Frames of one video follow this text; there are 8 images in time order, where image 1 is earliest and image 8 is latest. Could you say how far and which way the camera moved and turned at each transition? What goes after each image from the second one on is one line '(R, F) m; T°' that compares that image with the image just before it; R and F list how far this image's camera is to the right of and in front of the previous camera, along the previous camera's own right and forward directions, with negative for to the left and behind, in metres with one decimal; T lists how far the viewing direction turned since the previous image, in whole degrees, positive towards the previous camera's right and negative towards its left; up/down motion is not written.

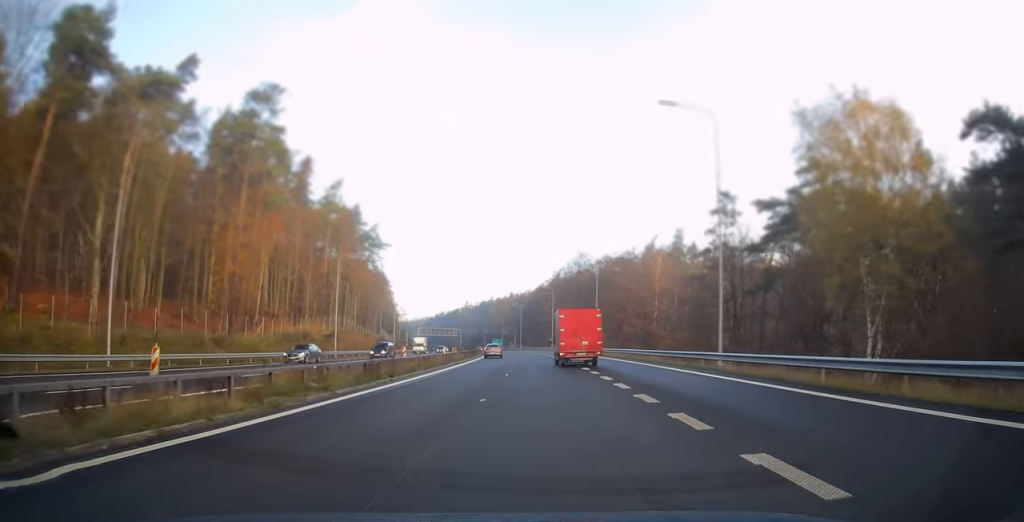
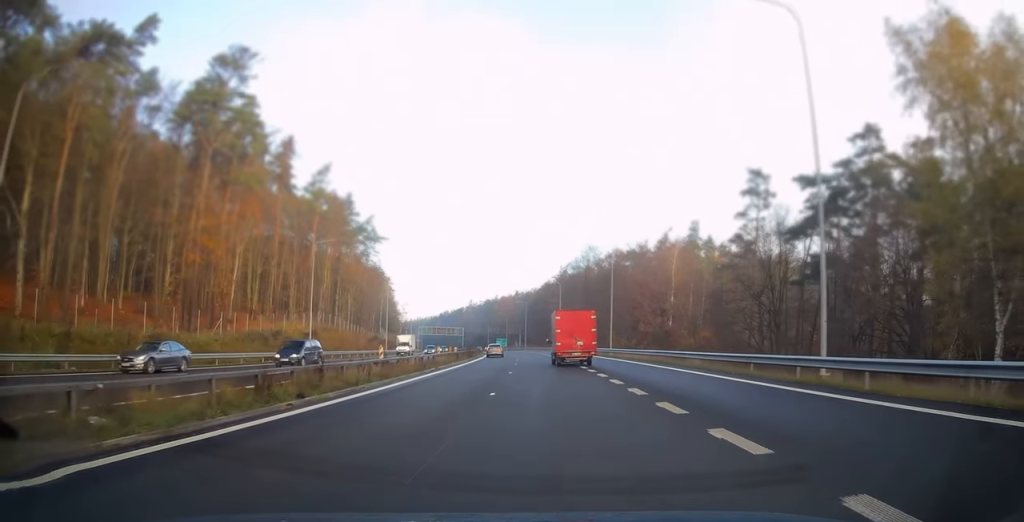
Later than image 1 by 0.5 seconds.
(-0.1, +10.1) m; -1°
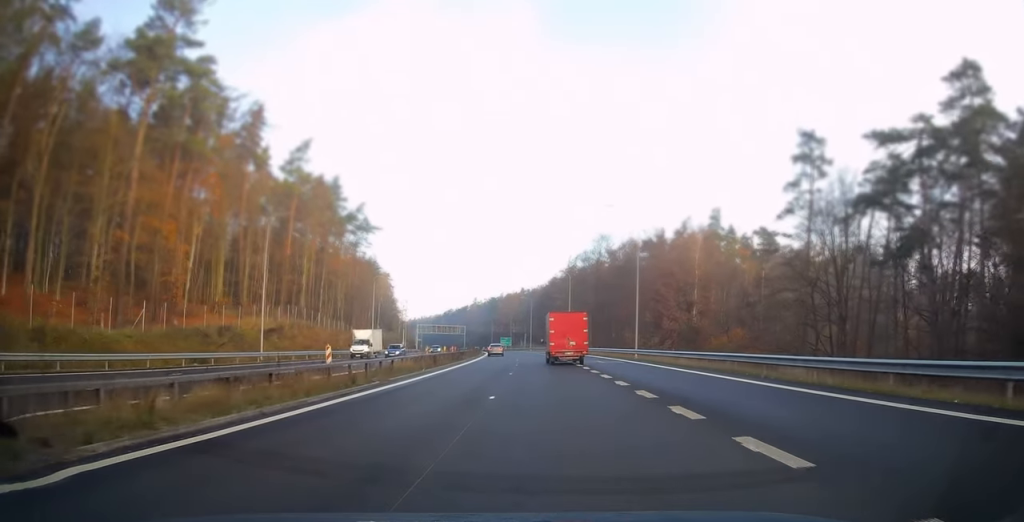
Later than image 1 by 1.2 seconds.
(-0.1, +13.0) m; -1°
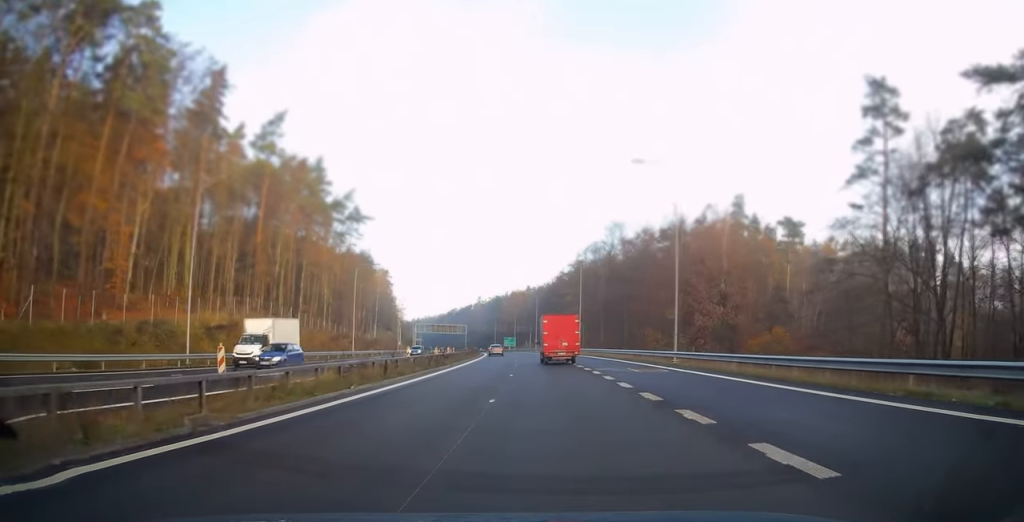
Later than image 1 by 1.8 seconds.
(-0.1, +12.6) m; -1°
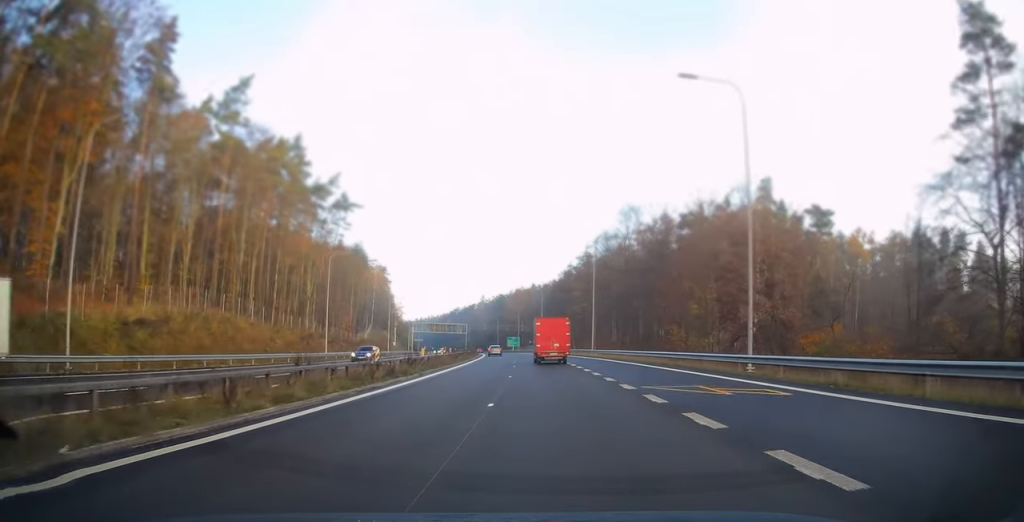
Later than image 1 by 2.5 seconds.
(-0.1, +12.6) m; 0°
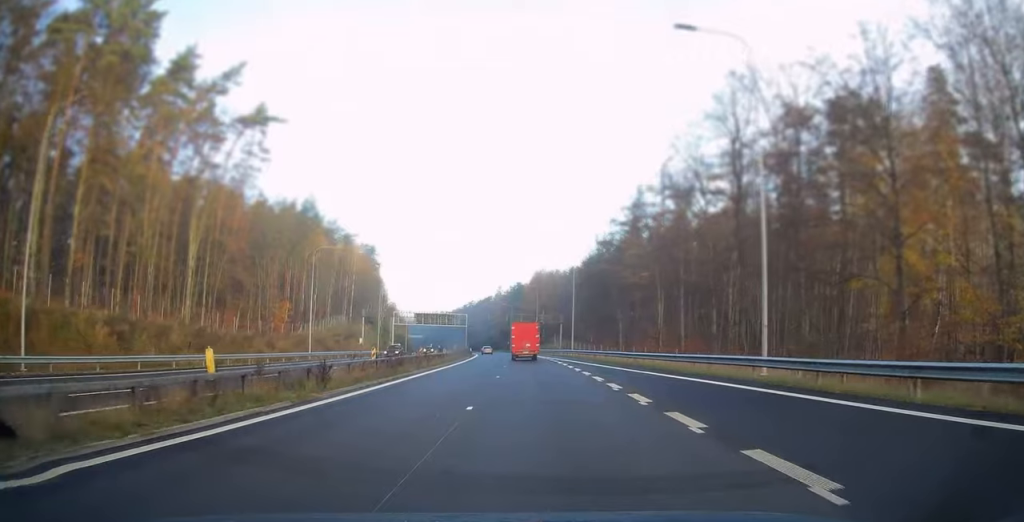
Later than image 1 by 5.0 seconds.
(-0.9, +48.3) m; -2°
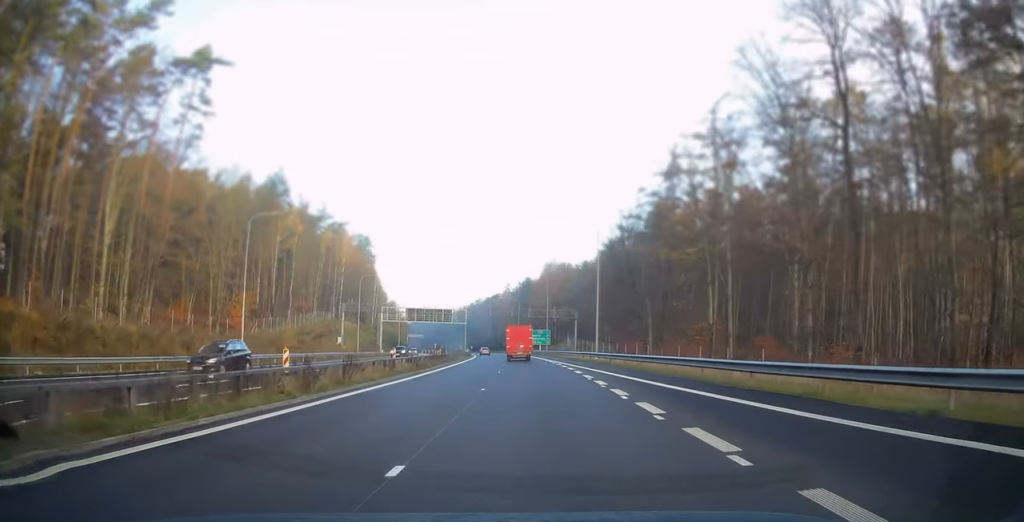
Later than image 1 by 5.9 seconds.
(-0.1, +18.1) m; -1°
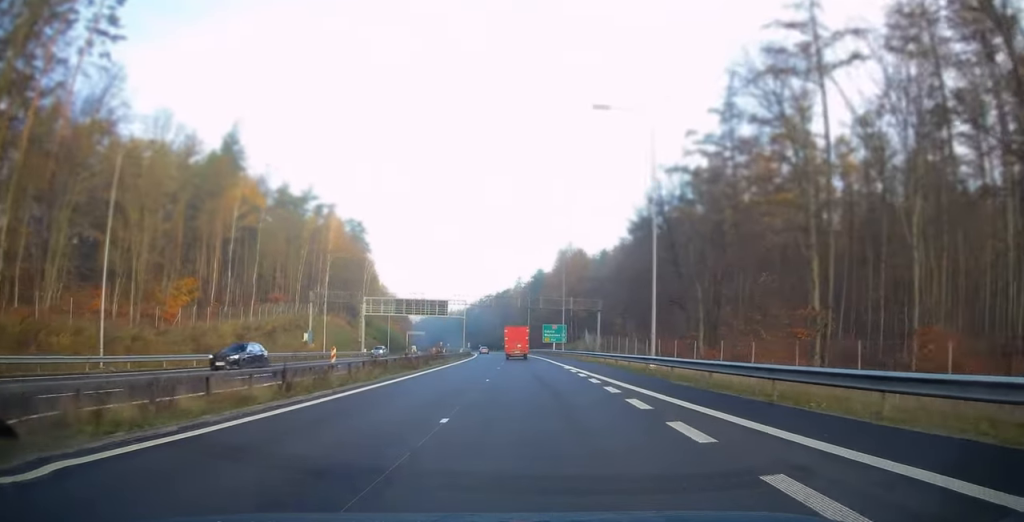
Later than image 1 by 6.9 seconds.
(-0.1, +19.5) m; -2°
